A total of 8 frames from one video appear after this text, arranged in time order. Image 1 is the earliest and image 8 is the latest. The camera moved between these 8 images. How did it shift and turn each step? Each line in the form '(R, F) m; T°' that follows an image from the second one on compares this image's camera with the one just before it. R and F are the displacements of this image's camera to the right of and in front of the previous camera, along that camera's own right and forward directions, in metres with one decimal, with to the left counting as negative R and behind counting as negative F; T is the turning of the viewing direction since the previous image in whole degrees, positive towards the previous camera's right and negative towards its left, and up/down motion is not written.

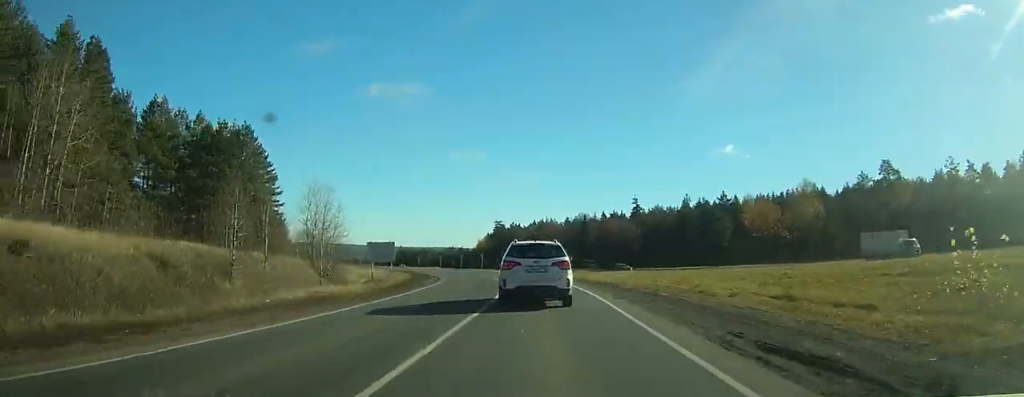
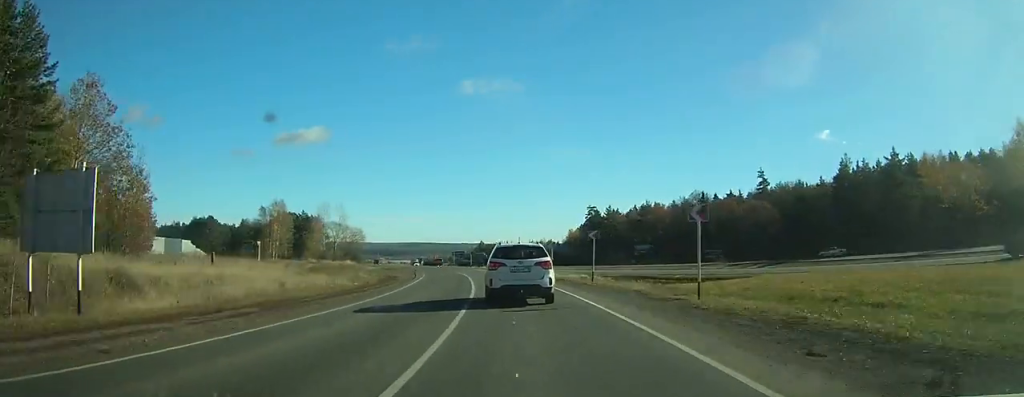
(-2.6, +52.3) m; -8°
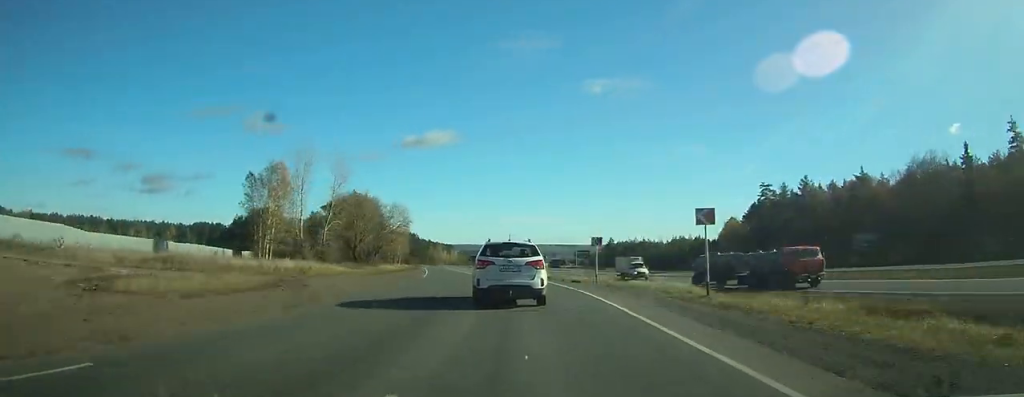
(-9.1, +62.7) m; -16°
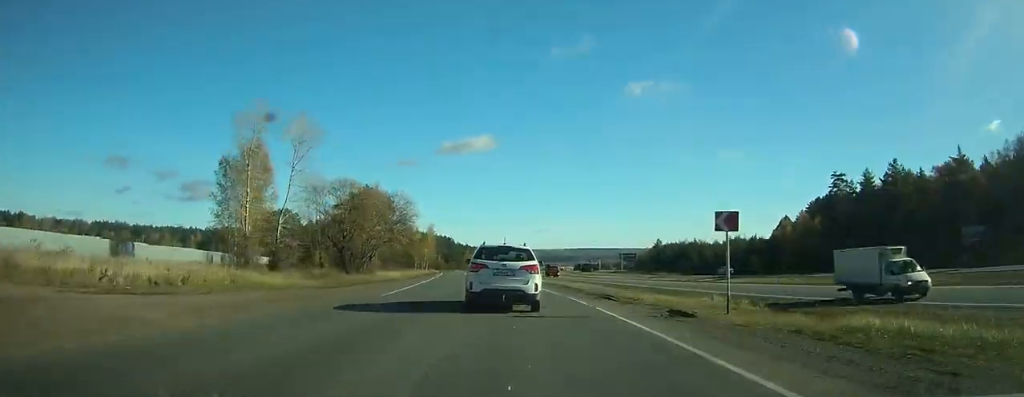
(-0.9, +20.0) m; -4°
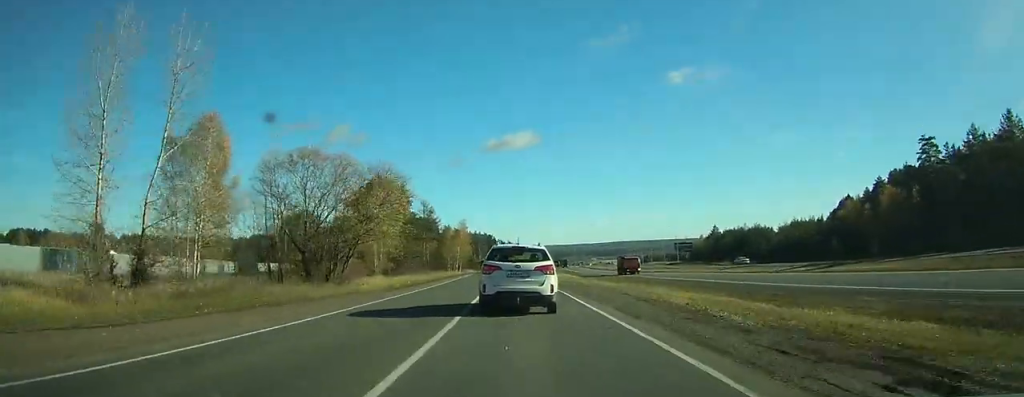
(-0.8, +20.0) m; -4°
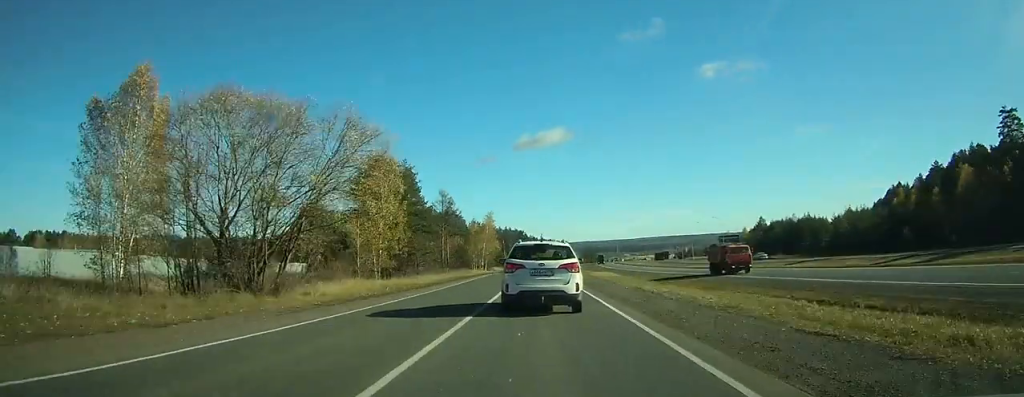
(-0.5, +15.2) m; -2°
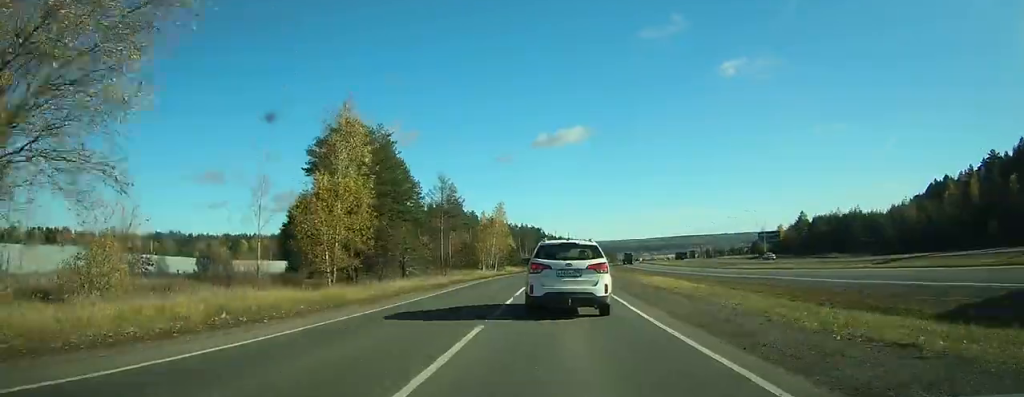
(-0.4, +18.8) m; -2°
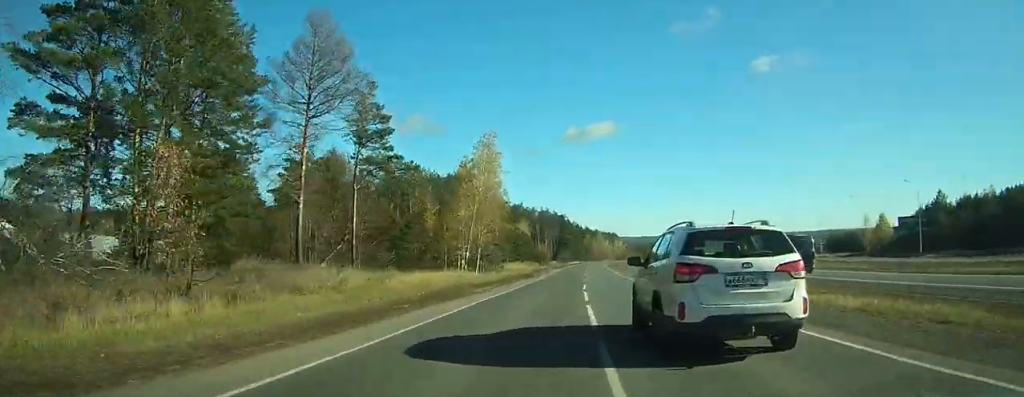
(-0.9, +56.2) m; +1°
